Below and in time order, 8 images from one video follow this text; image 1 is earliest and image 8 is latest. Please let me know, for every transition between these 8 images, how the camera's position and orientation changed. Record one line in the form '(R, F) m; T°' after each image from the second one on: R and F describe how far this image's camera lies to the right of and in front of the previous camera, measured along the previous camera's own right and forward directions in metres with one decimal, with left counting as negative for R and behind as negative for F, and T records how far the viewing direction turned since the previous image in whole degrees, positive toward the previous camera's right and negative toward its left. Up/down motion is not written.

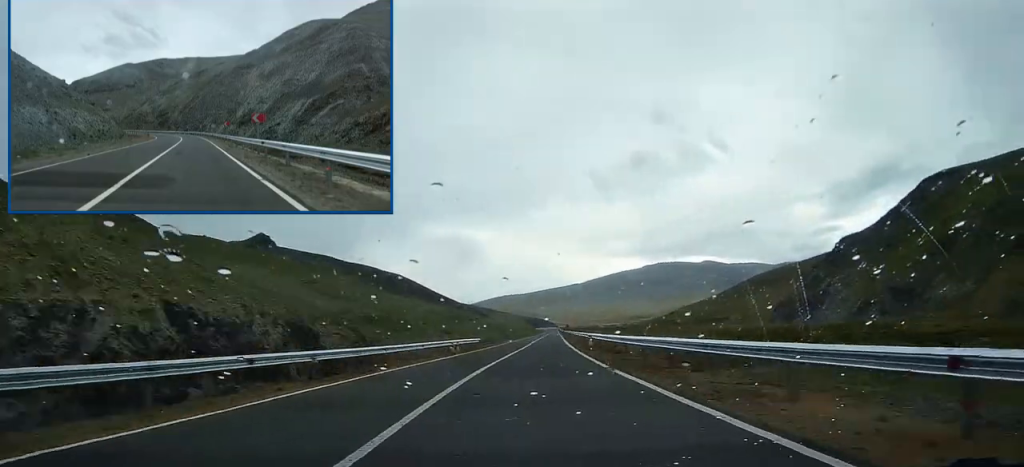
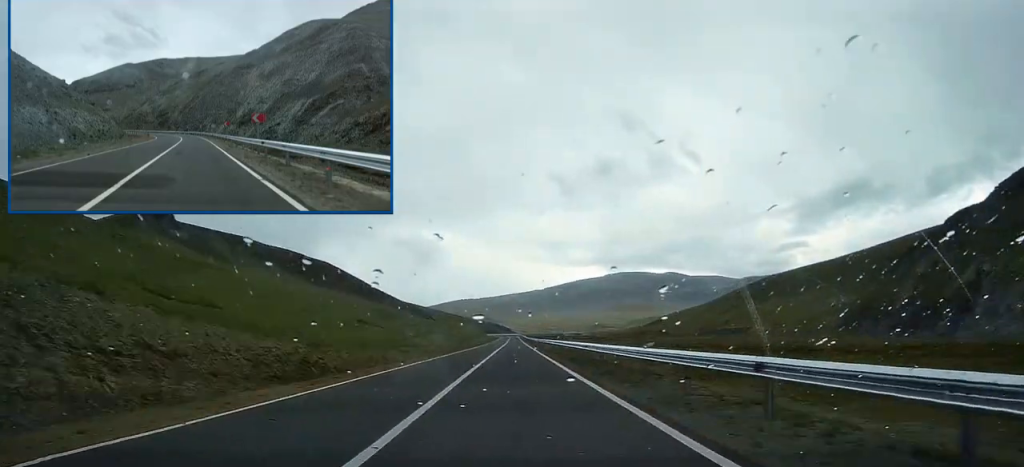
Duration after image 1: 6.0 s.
(+9.3, +132.7) m; +3°
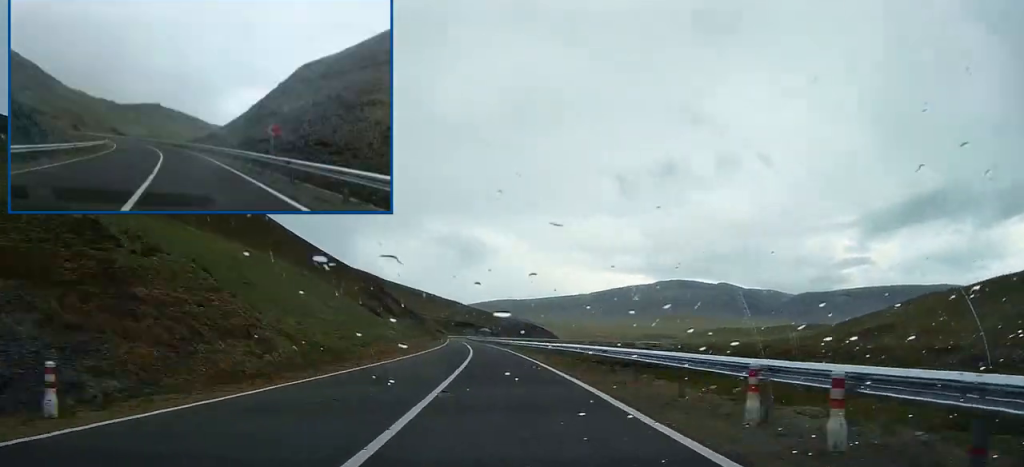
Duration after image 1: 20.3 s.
(-12.9, +319.8) m; -4°
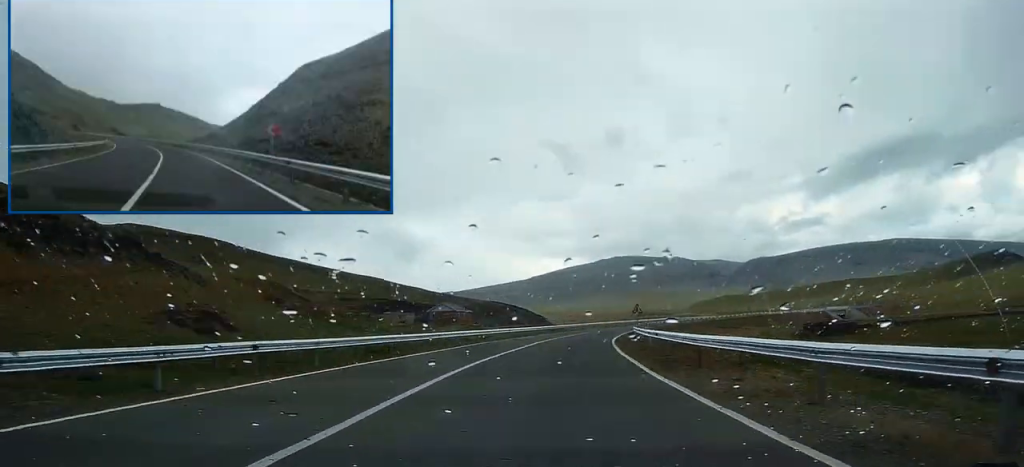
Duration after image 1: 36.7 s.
(+44.2, +335.9) m; +27°
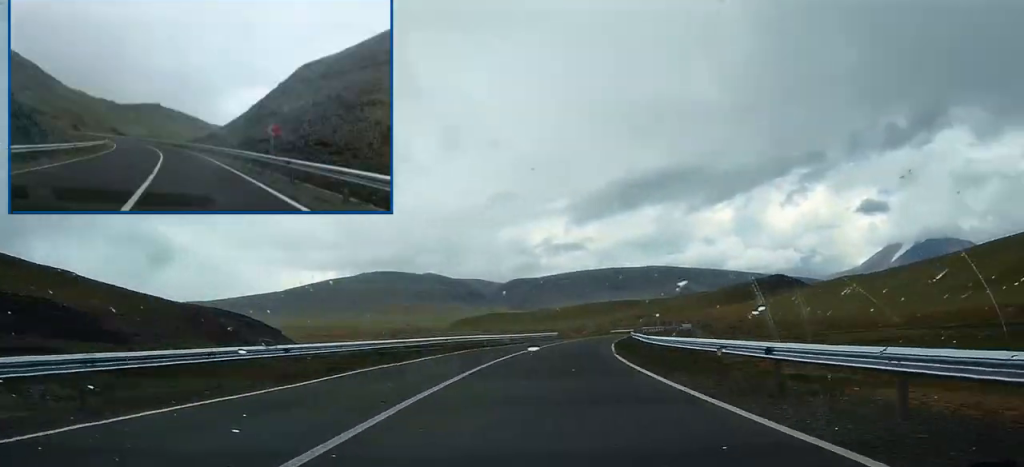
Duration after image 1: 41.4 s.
(+17.9, +92.4) m; +11°
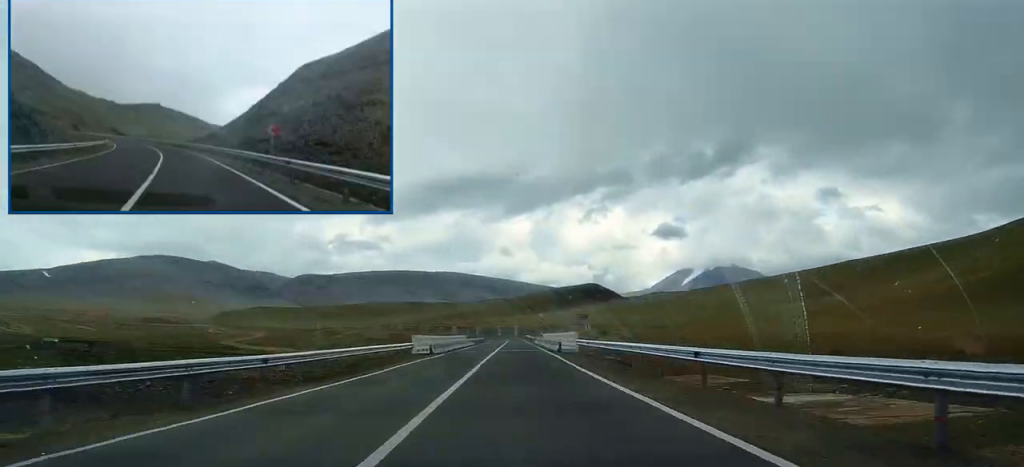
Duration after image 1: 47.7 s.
(+13.1, +121.8) m; 0°
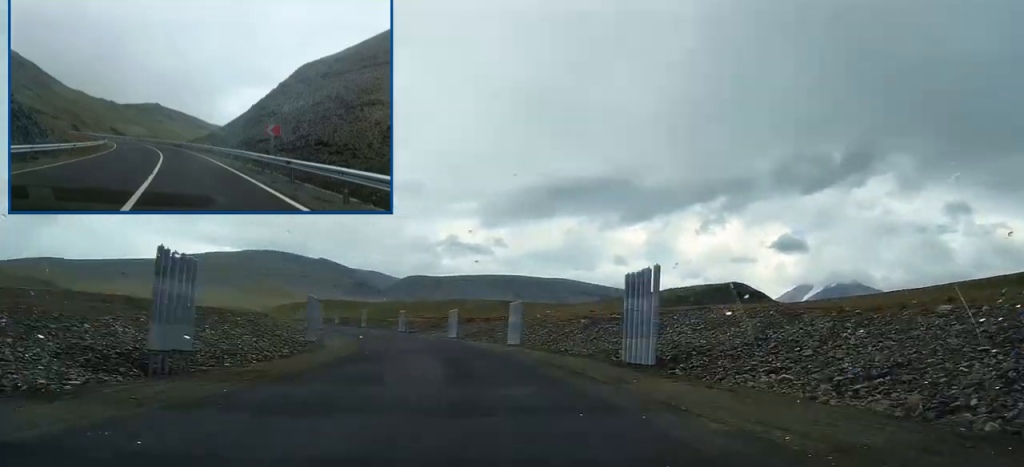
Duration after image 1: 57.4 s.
(-10.6, +172.6) m; -13°
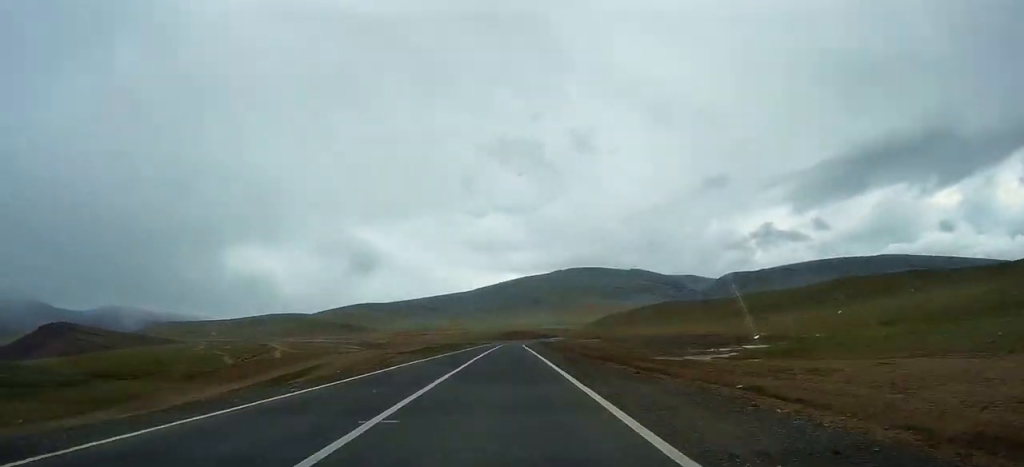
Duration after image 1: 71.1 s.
(-45.2, +231.1) m; -11°
